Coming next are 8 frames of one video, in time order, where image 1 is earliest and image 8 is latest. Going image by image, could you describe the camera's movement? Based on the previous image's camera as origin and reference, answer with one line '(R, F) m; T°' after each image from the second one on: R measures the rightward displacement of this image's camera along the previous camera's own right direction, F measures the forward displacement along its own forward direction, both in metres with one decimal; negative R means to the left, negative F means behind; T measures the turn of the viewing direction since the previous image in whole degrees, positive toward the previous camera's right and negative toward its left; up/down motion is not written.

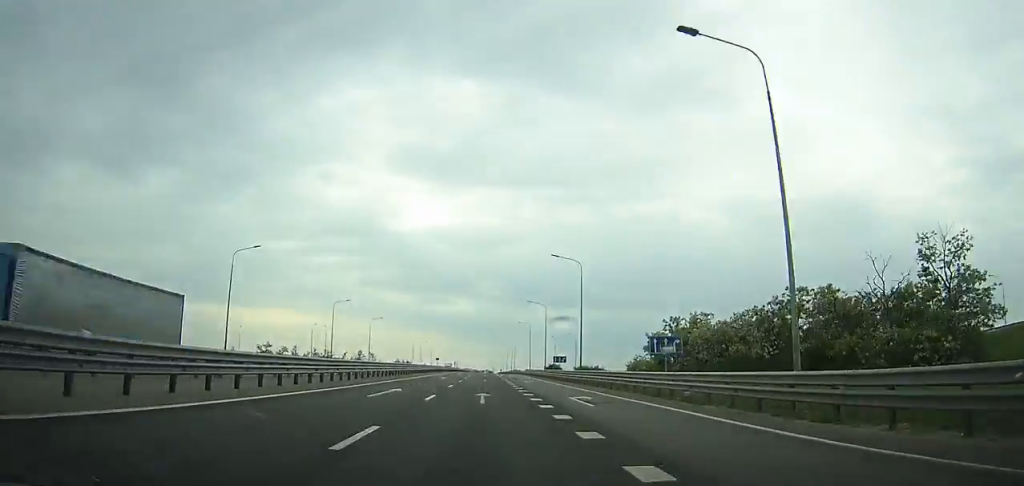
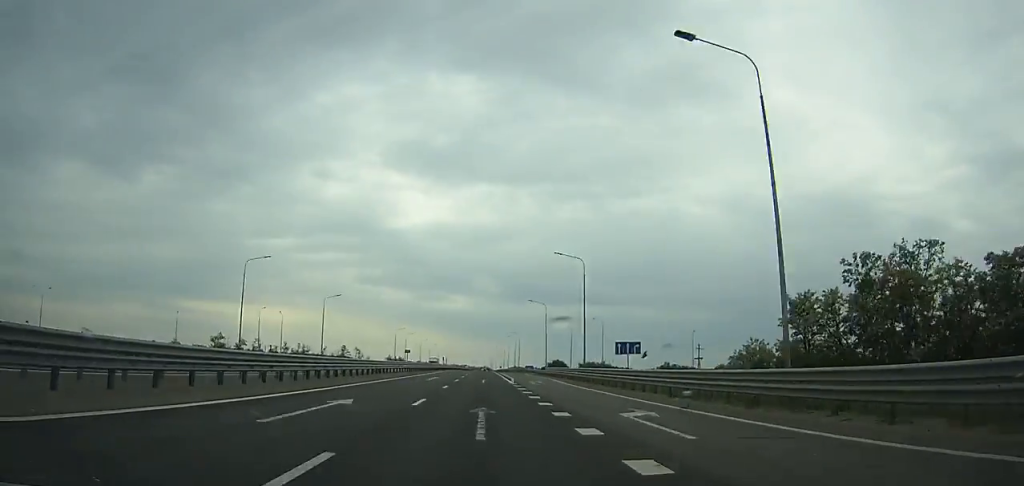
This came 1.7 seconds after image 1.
(0.0, +39.3) m; 0°
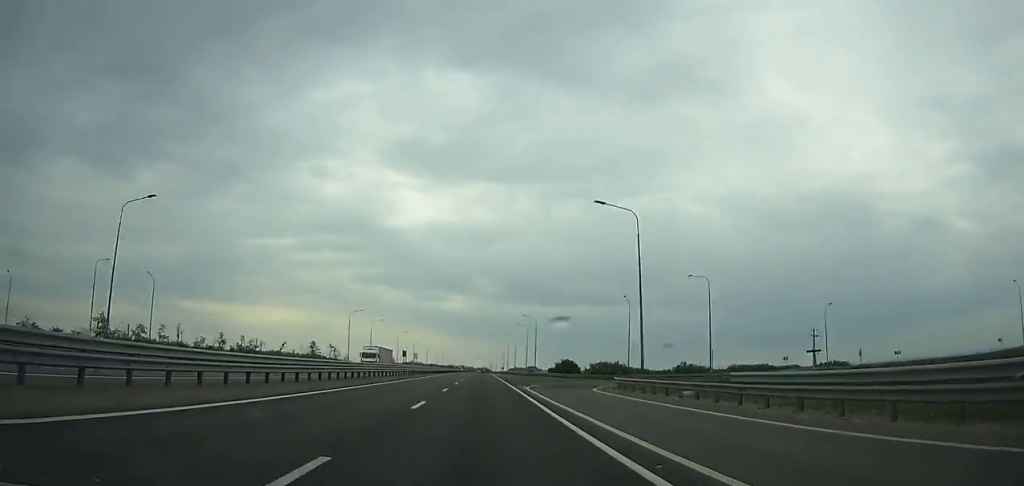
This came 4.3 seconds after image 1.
(-0.2, +59.9) m; 0°
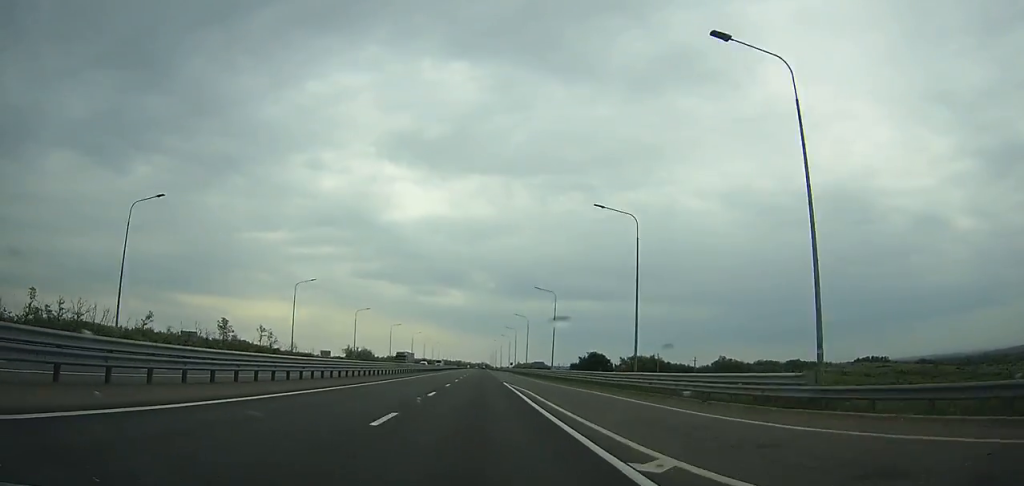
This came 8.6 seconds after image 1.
(+0.1, +99.7) m; 0°
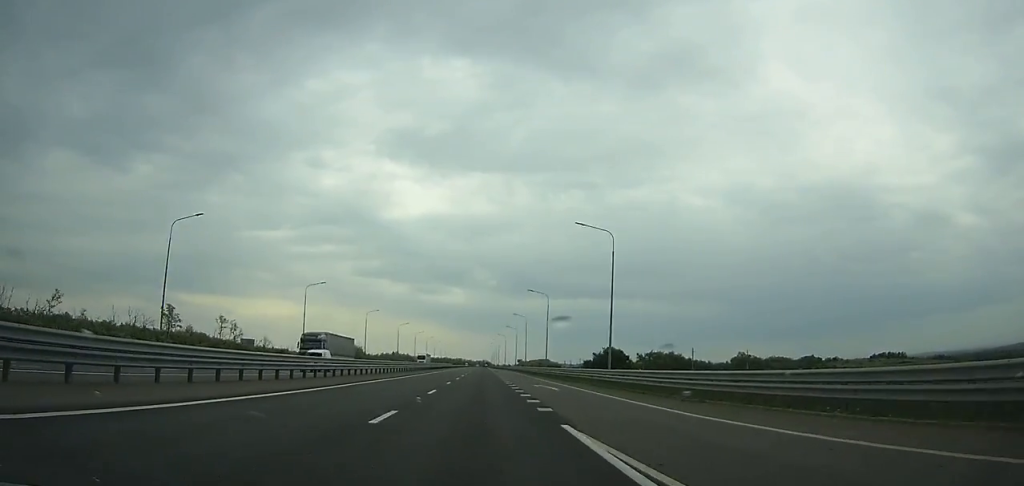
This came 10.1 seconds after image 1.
(0.0, +35.0) m; 0°
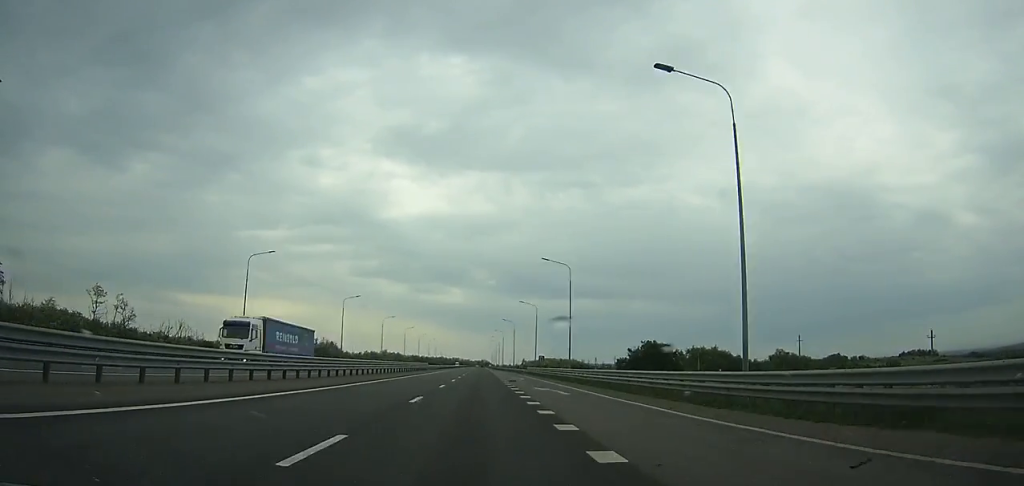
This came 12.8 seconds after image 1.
(+0.2, +64.0) m; 0°
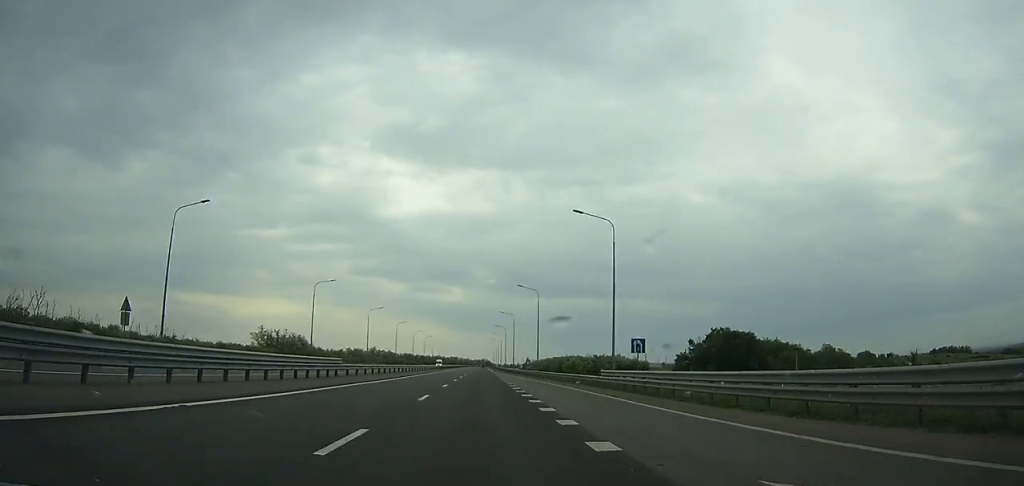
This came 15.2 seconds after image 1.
(0.0, +57.4) m; 0°
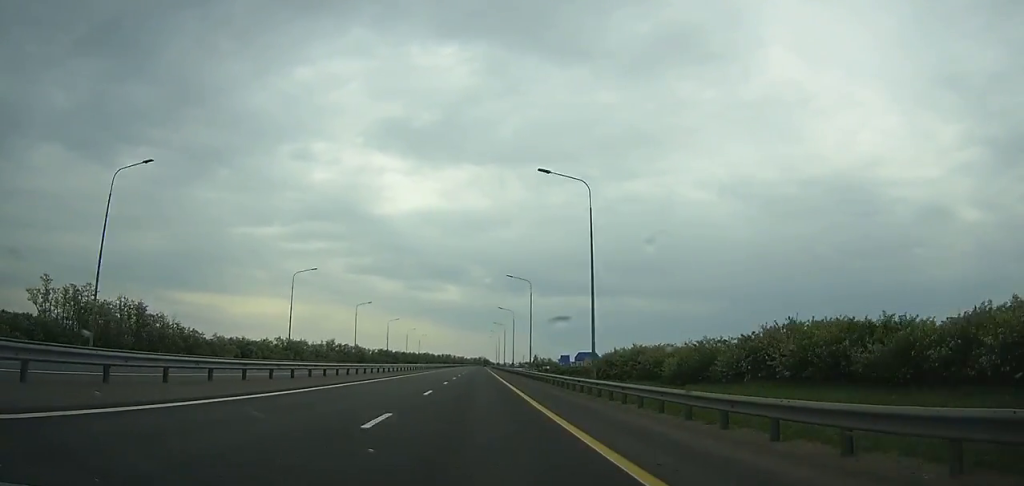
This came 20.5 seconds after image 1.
(+0.3, +127.7) m; 0°
